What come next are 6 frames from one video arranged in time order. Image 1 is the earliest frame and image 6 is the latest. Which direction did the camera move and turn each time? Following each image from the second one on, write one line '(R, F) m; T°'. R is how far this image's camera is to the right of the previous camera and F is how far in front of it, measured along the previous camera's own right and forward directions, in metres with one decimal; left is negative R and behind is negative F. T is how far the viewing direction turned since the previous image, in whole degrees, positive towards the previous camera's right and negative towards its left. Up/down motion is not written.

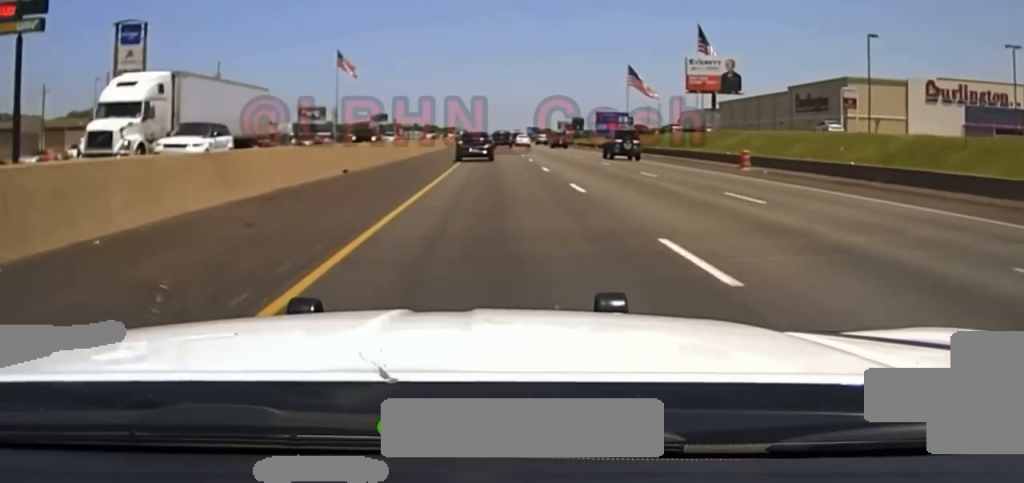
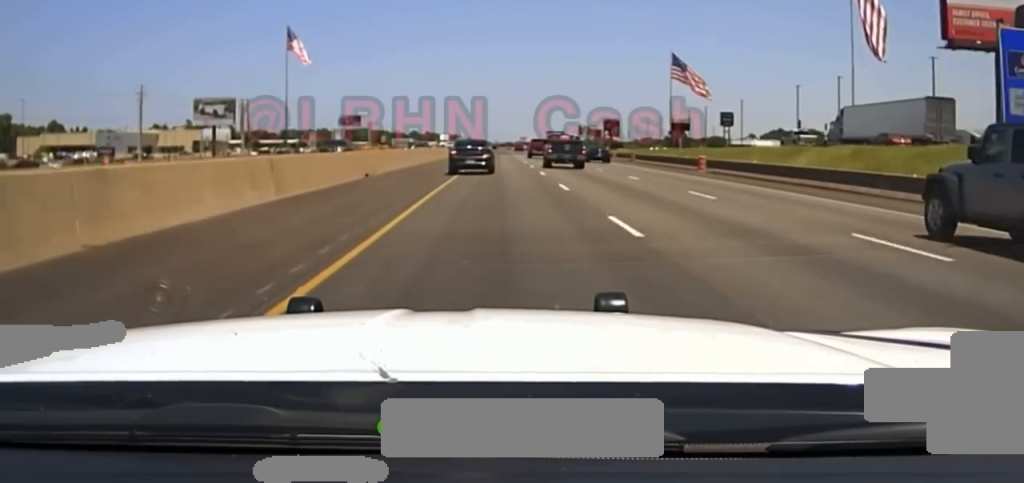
(-0.1, +109.0) m; 0°
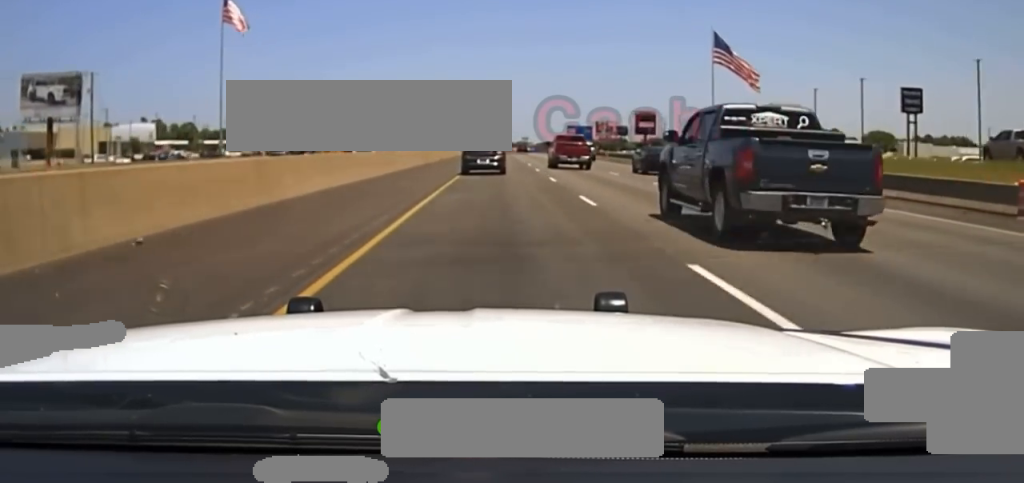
(-0.3, +78.4) m; 0°
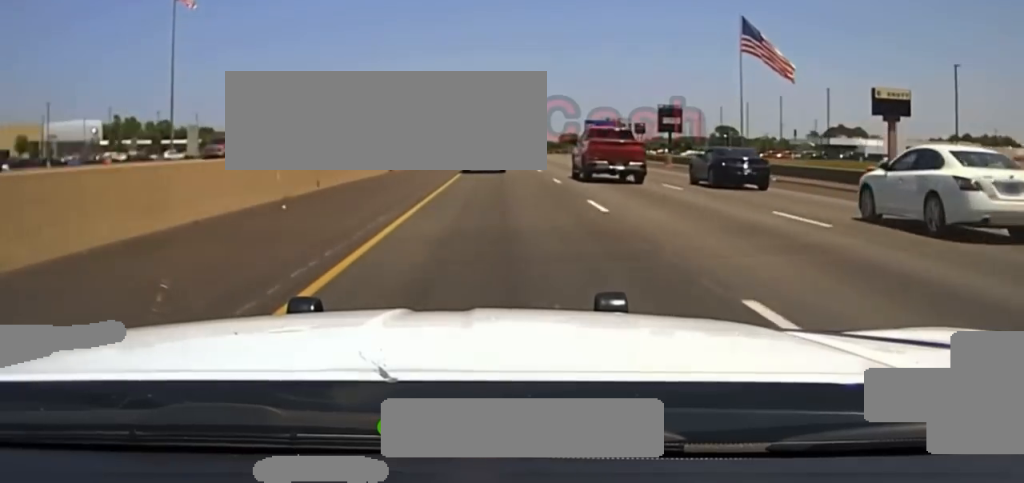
(+0.1, +41.8) m; 0°
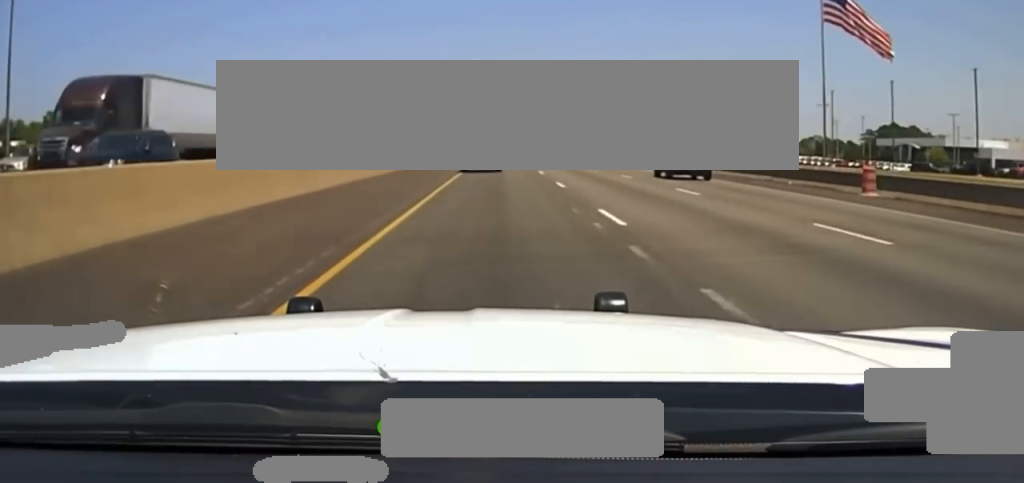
(-0.1, +81.6) m; 0°
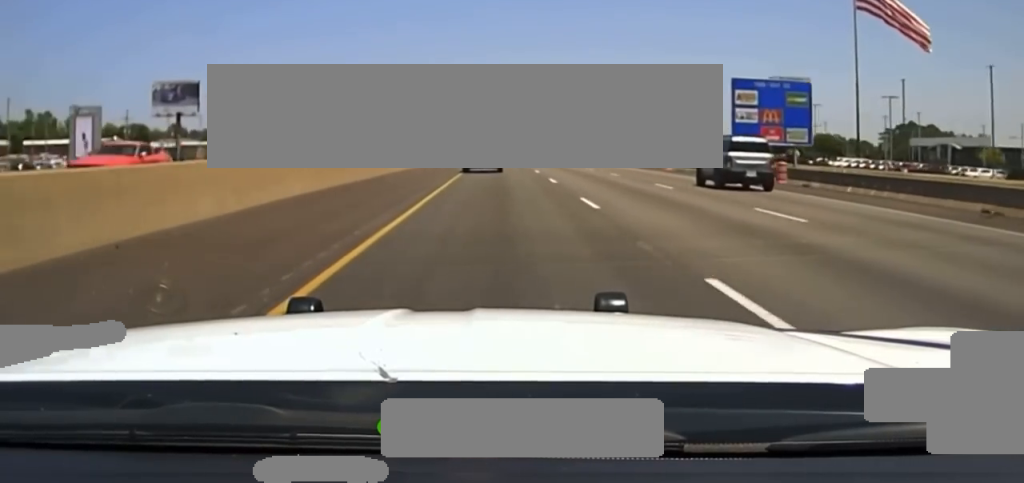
(0.0, +19.7) m; 0°
